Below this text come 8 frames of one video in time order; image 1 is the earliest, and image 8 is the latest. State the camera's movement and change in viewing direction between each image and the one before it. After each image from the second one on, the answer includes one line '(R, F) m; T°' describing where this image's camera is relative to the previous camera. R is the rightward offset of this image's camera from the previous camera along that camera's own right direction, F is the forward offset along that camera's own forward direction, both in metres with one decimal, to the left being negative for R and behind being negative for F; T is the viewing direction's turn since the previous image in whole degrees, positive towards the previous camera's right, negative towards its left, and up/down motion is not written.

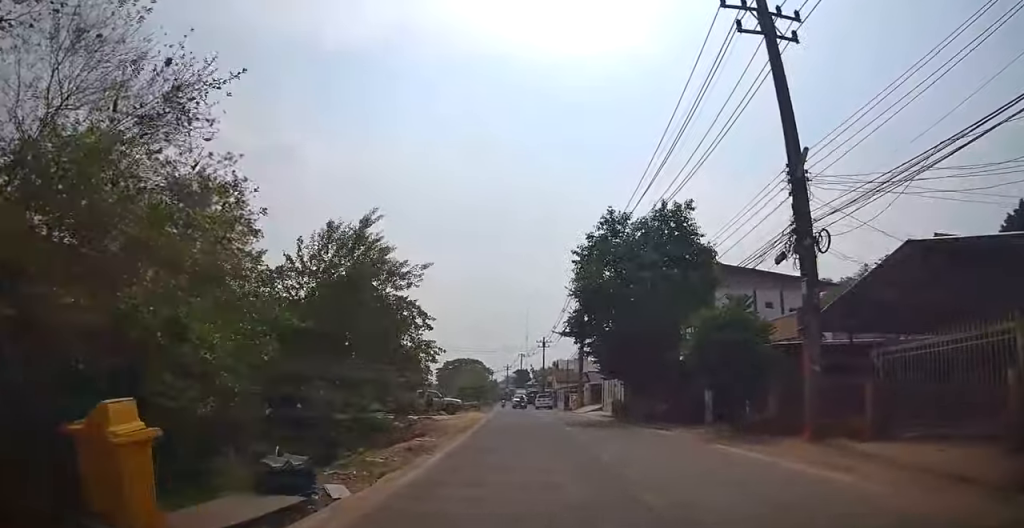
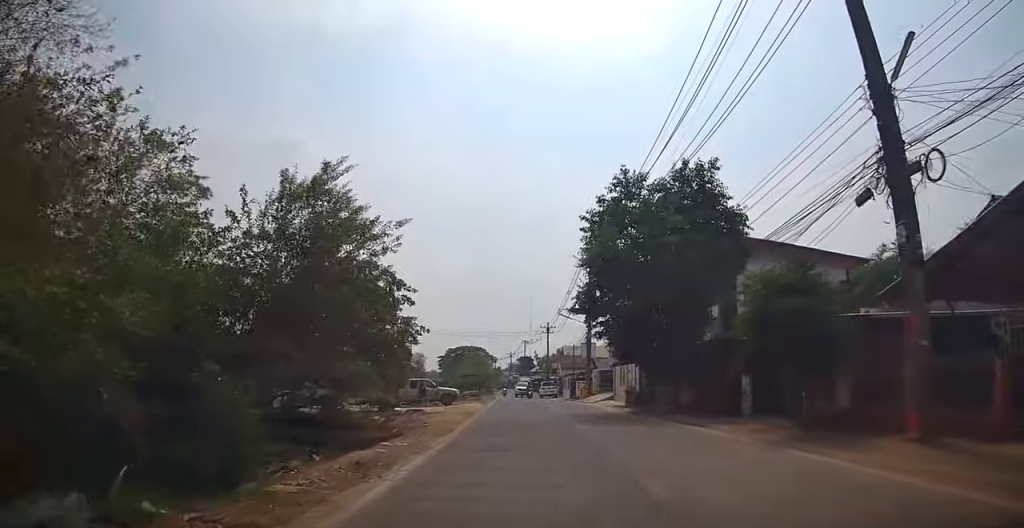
(0.0, +3.3) m; 0°
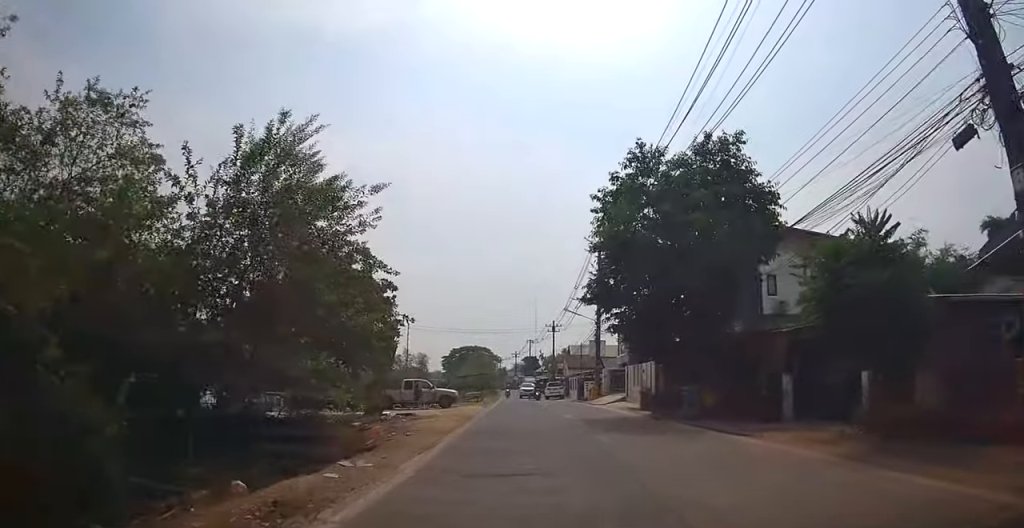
(-0.1, +2.5) m; 0°
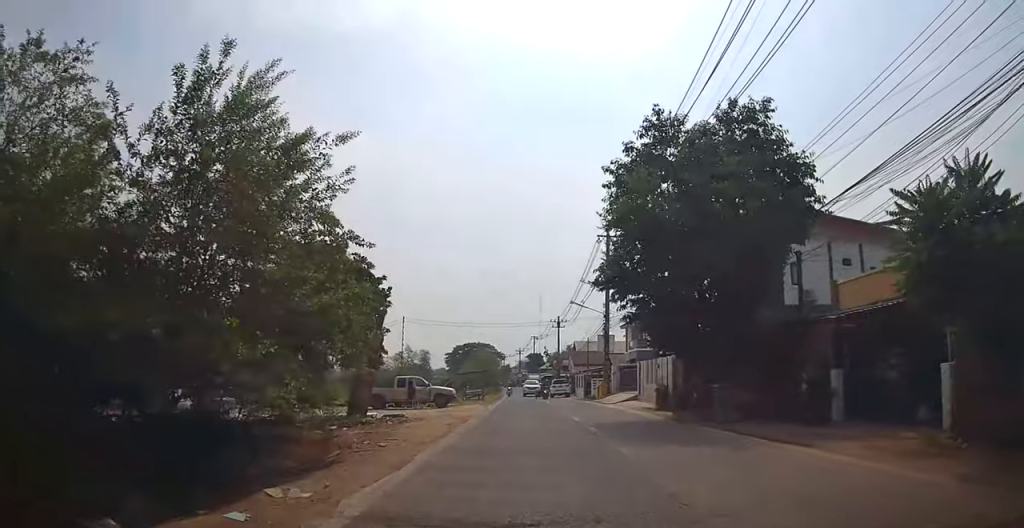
(0.0, +2.5) m; 0°
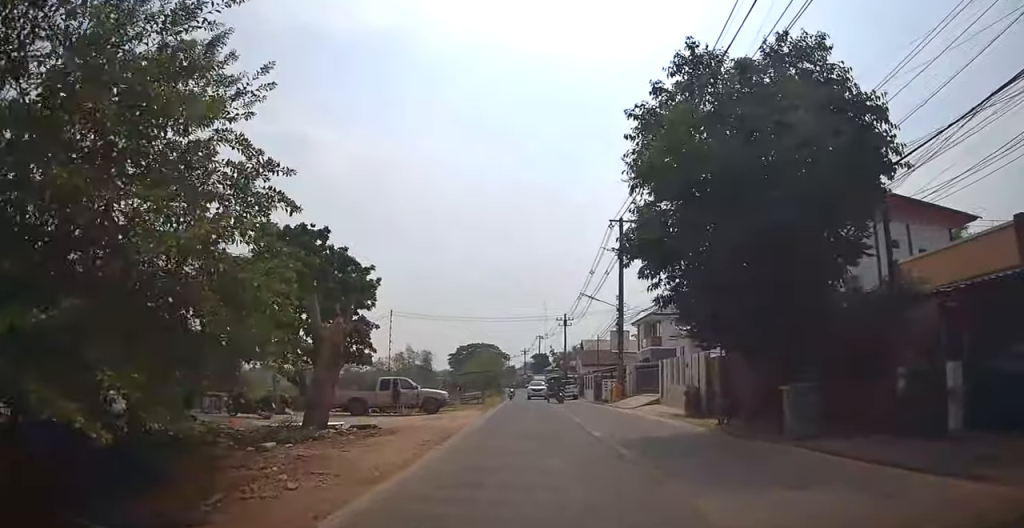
(+0.2, +4.5) m; 0°
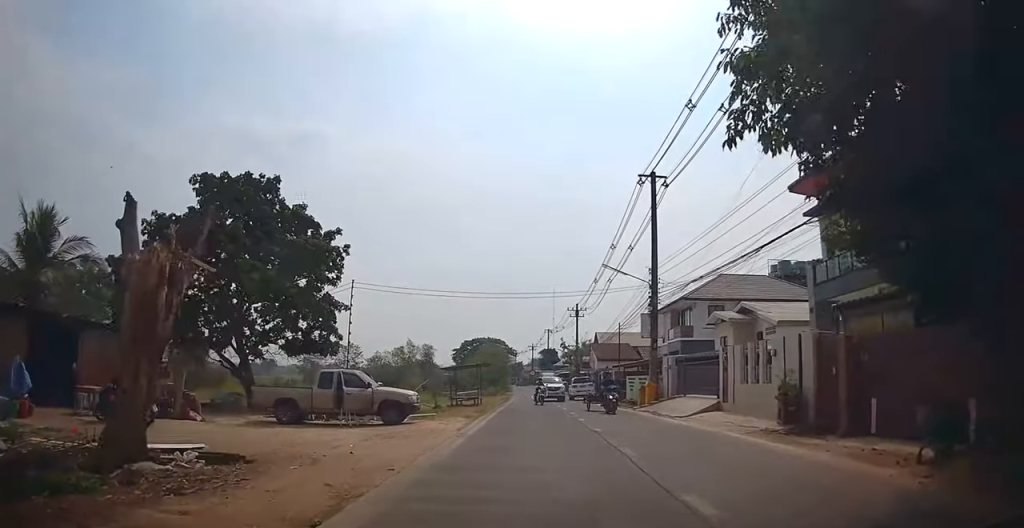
(-0.2, +9.0) m; +1°
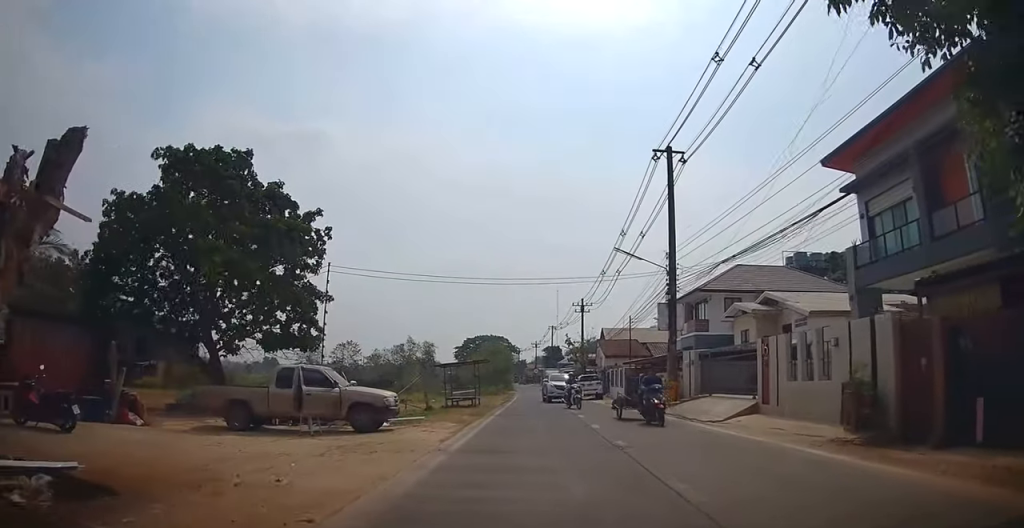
(+0.1, +3.7) m; +2°
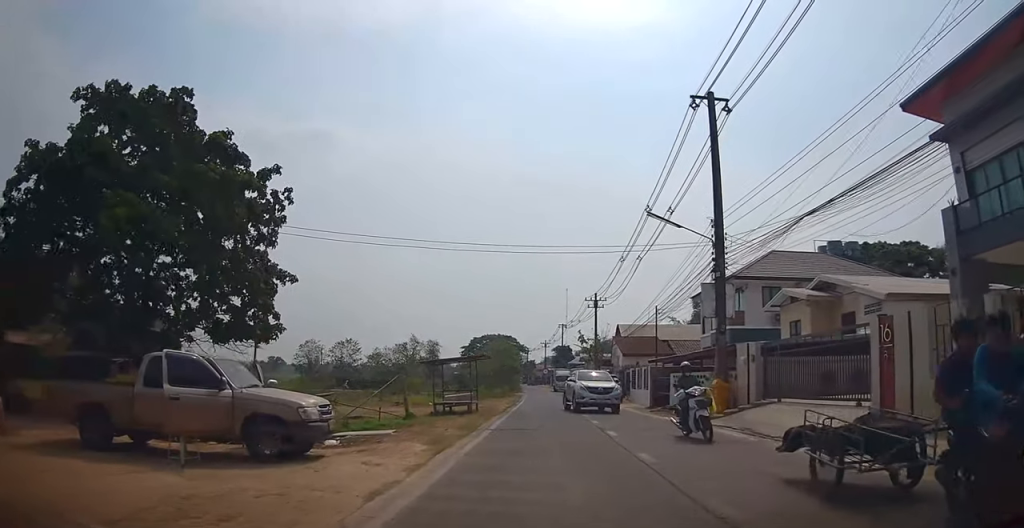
(0.0, +6.8) m; 0°
